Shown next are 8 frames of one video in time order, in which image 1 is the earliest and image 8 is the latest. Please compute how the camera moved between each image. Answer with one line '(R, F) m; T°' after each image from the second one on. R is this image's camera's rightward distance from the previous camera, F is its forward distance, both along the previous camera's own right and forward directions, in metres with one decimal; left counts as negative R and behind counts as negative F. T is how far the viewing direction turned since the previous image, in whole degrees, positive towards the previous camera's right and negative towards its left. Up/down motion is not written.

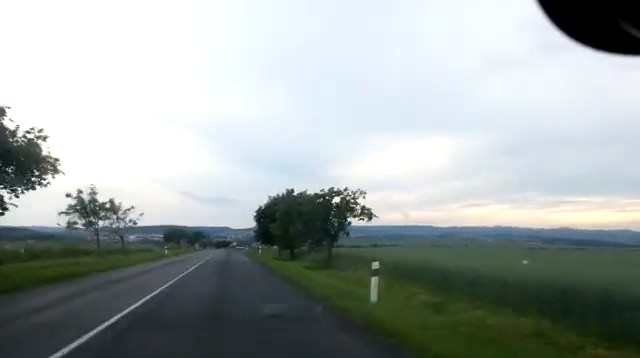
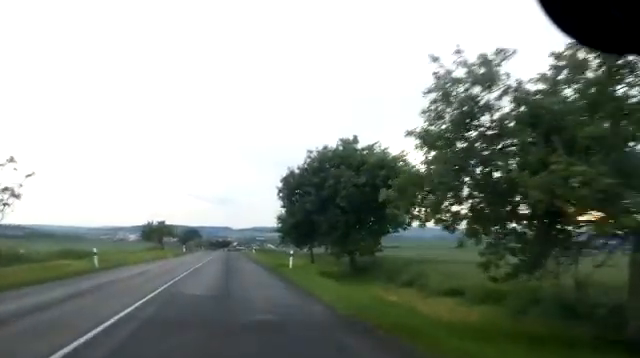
(0.0, +24.3) m; +1°
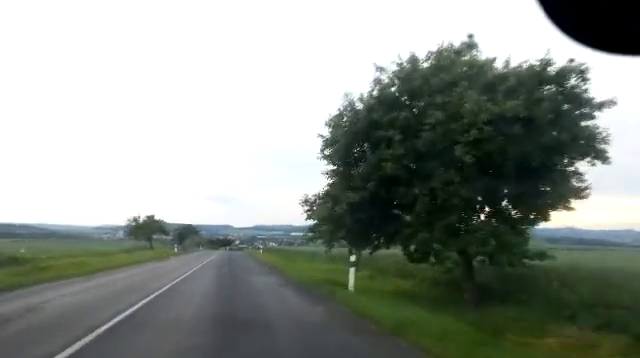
(+0.5, +11.7) m; +1°
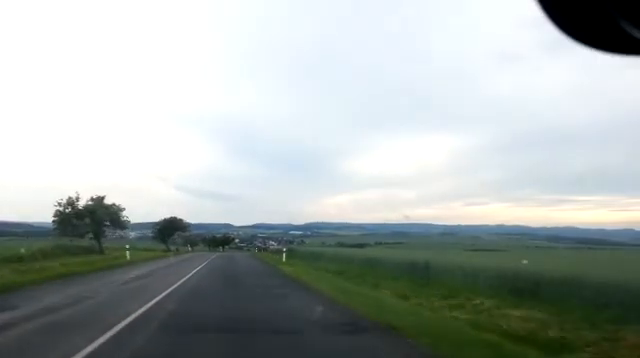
(-0.7, +22.9) m; -2°
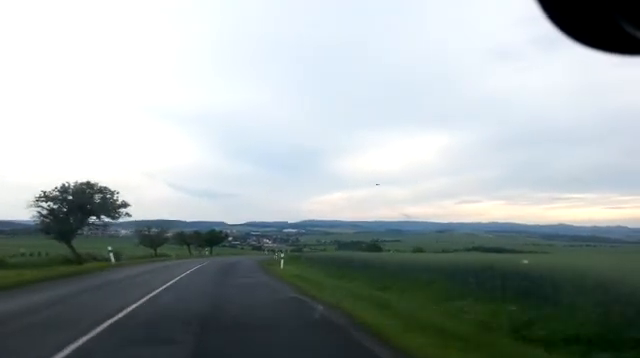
(+0.5, +40.4) m; +2°
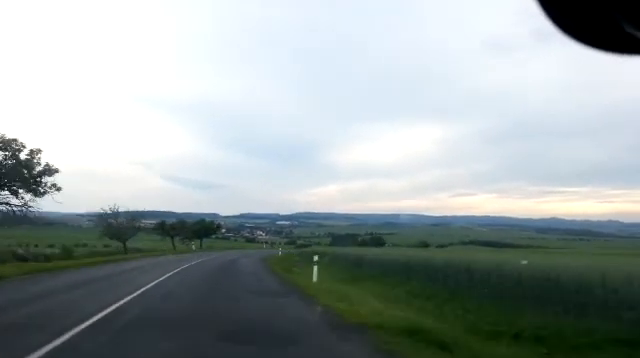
(0.0, +12.4) m; +1°
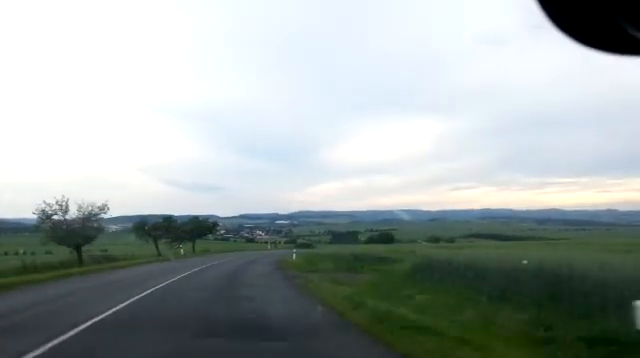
(+0.1, +12.4) m; +1°
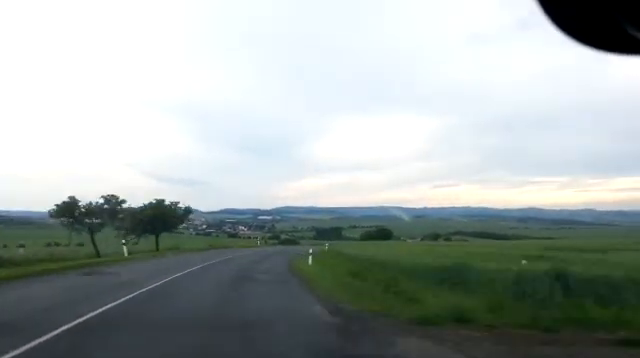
(+0.2, +15.7) m; +3°
